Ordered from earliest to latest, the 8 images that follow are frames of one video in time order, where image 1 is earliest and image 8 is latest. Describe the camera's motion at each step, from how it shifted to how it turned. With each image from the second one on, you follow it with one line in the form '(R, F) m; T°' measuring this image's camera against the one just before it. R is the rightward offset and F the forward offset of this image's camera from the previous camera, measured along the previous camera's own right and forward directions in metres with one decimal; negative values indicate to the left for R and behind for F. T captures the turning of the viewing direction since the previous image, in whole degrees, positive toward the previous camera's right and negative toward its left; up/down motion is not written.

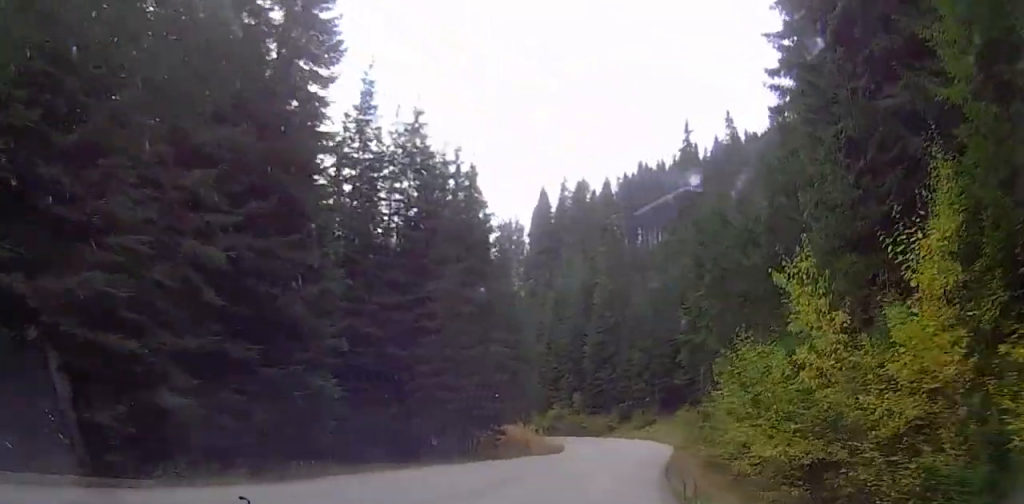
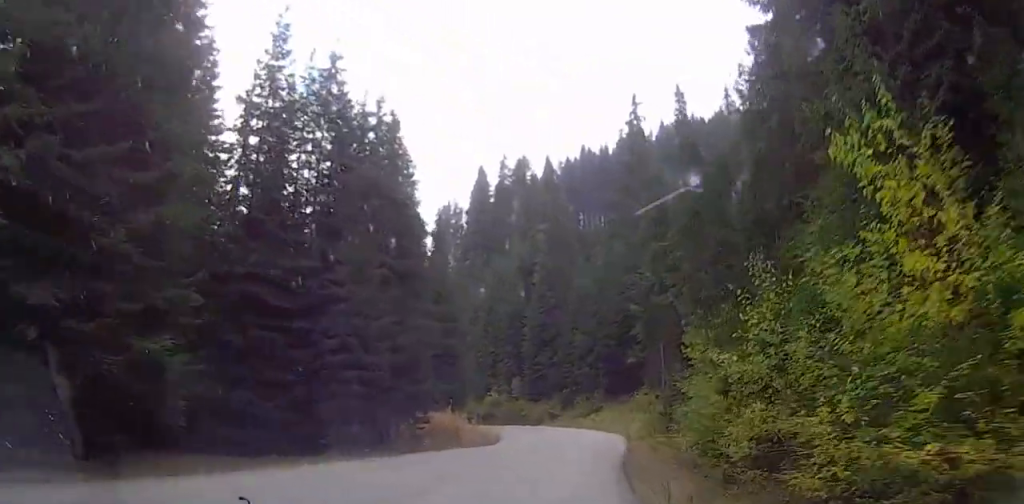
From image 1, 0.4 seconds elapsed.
(+0.4, +4.3) m; +7°
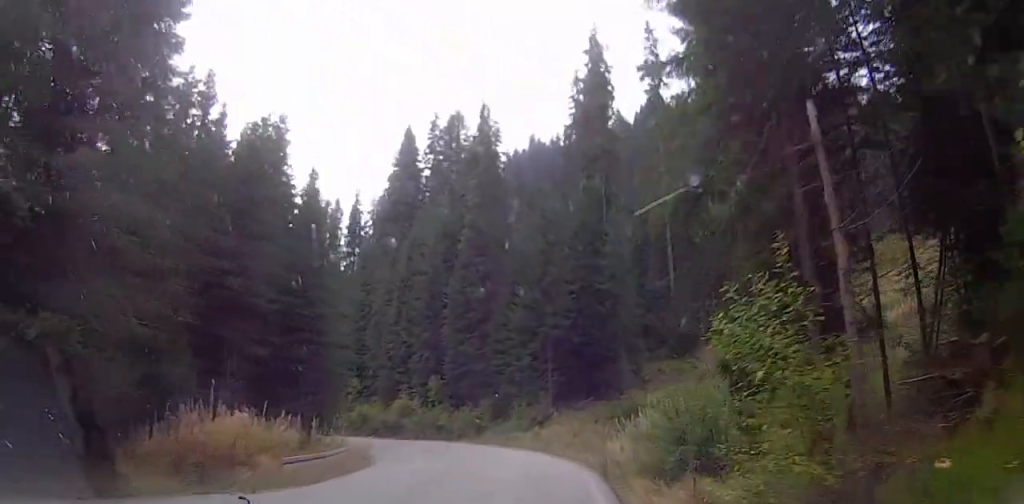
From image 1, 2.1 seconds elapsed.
(+2.5, +18.0) m; +9°
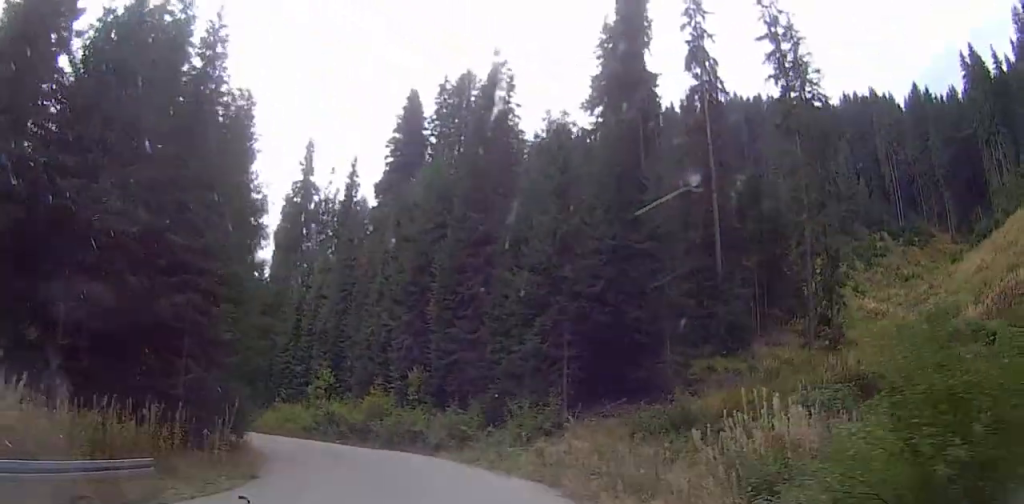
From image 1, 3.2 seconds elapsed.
(-0.1, +12.8) m; -7°
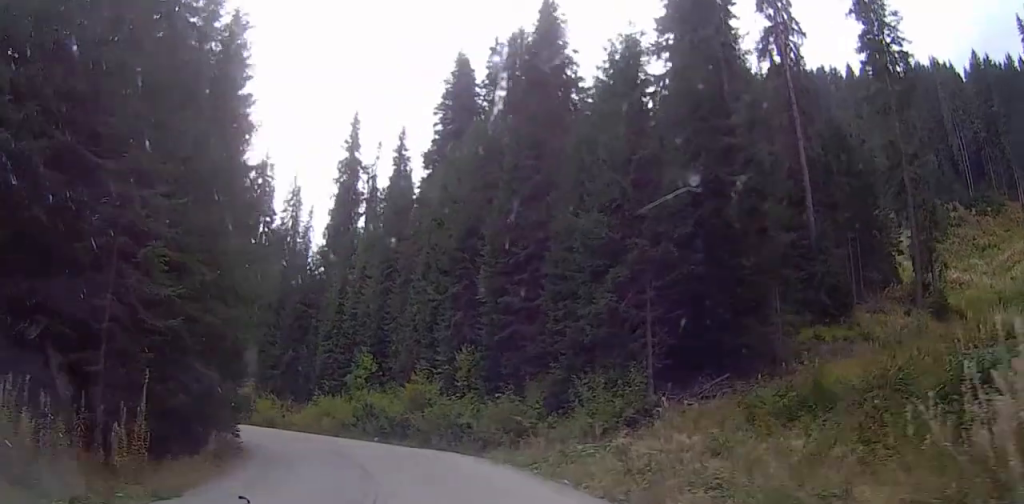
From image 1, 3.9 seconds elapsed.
(0.0, +7.6) m; -8°
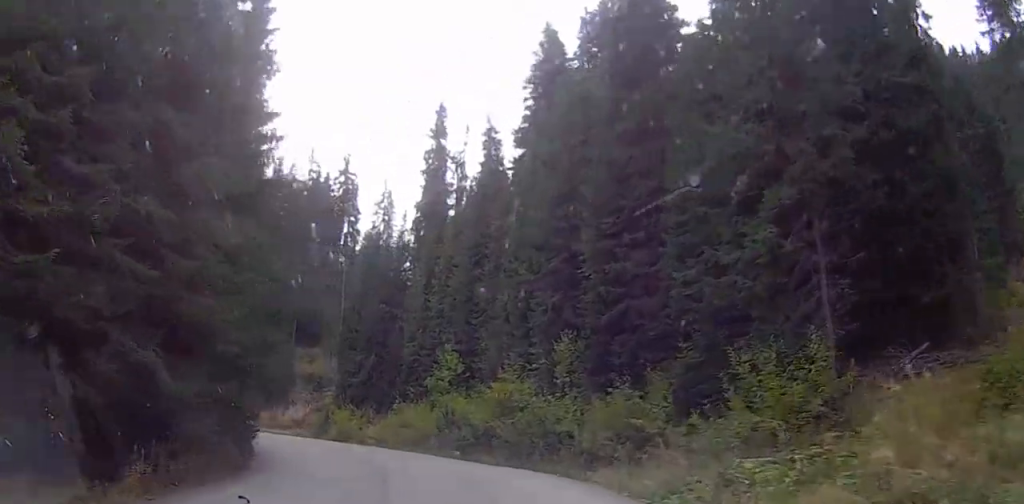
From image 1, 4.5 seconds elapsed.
(-1.4, +7.8) m; -8°
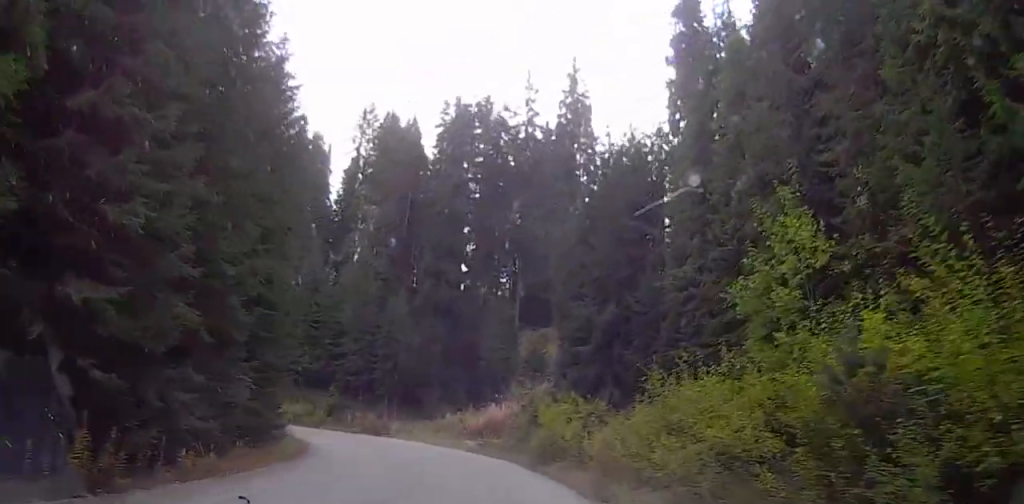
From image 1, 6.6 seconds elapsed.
(-2.0, +26.2) m; -15°
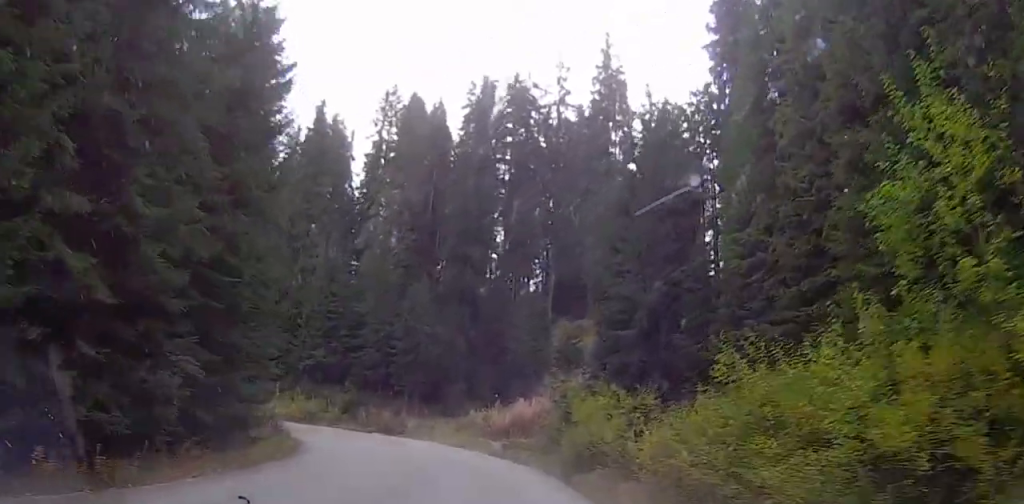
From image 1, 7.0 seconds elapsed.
(-0.4, +5.0) m; -4°
